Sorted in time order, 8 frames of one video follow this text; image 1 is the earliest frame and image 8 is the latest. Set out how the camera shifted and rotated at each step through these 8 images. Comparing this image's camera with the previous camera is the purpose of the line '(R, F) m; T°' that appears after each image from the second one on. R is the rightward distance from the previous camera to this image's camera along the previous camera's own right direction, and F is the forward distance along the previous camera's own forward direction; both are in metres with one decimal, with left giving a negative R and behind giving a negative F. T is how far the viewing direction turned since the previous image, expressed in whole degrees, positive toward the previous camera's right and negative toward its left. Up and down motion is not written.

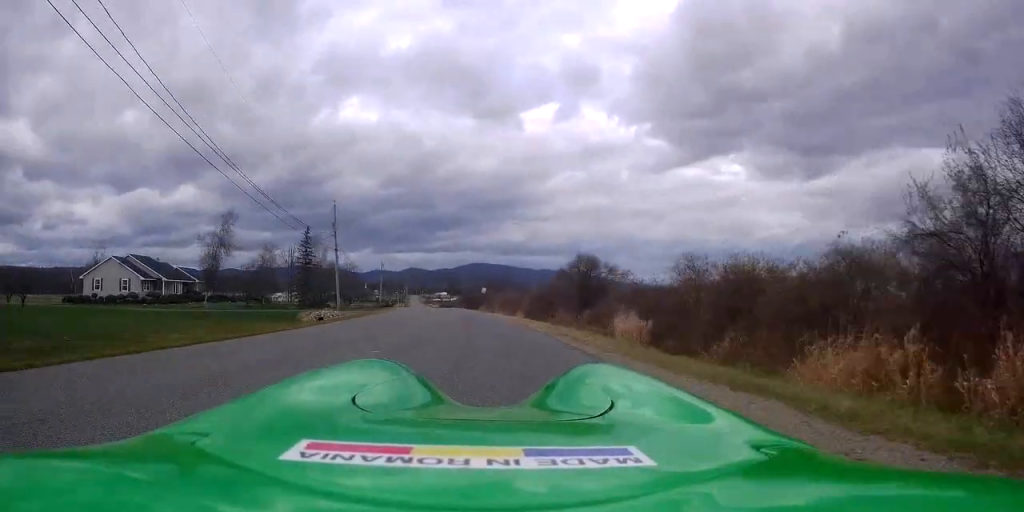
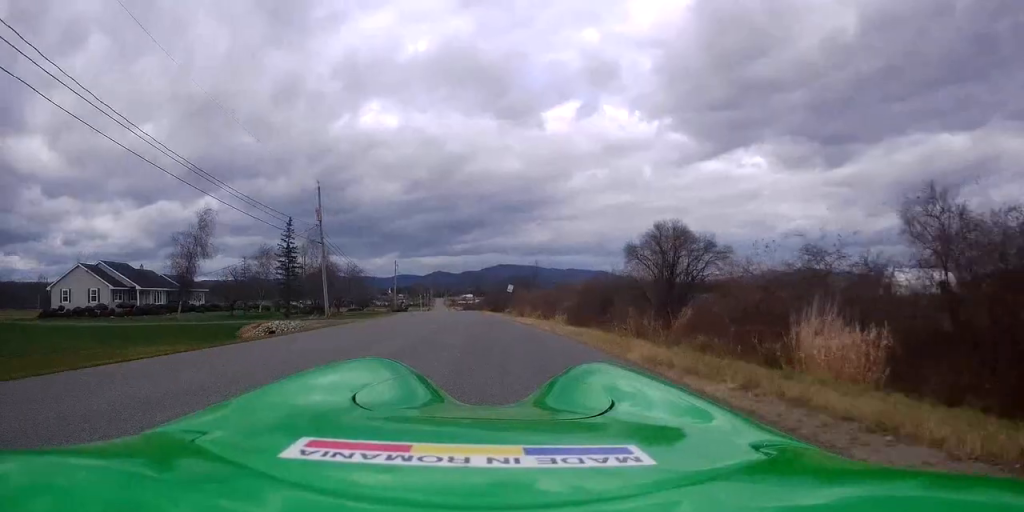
(-0.4, +11.8) m; -4°
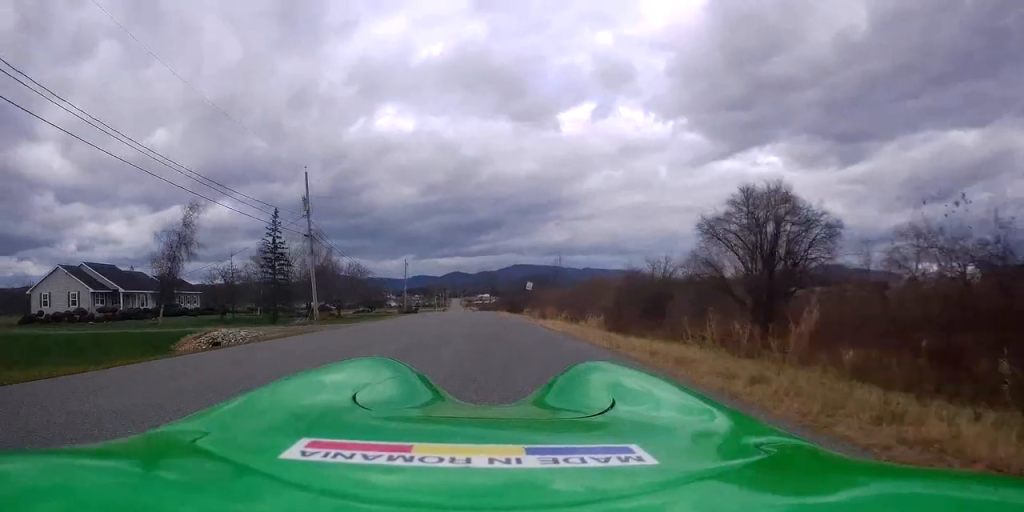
(-0.2, +6.2) m; -1°
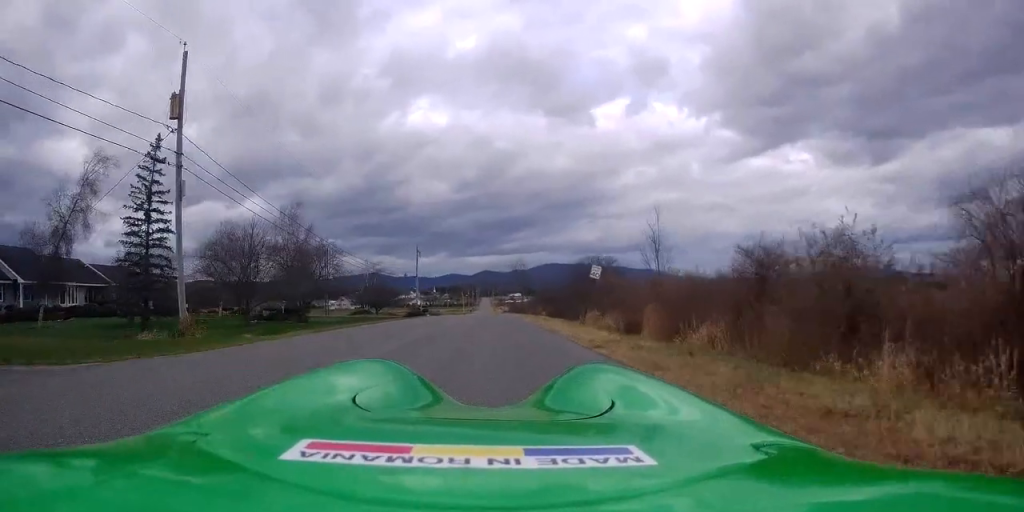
(-0.5, +20.2) m; -3°
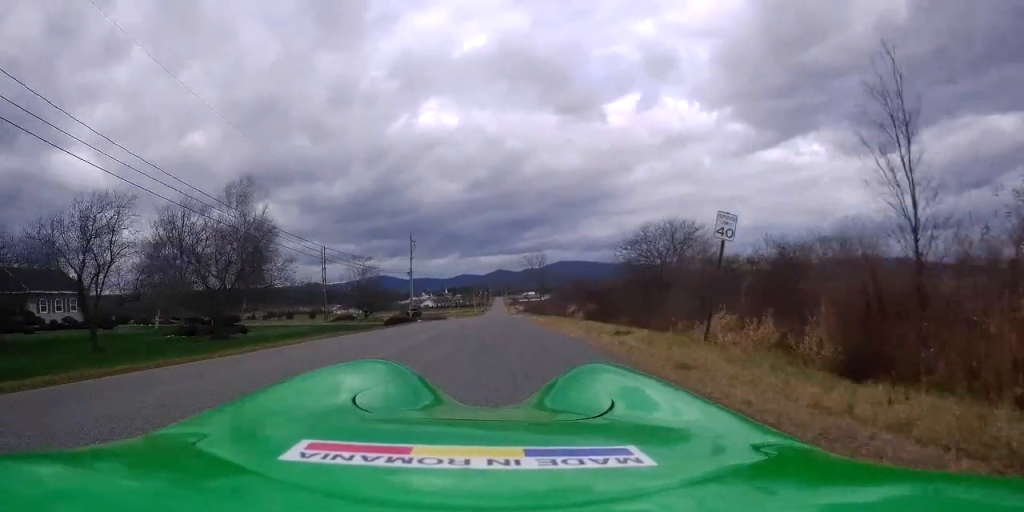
(-0.4, +14.6) m; -2°
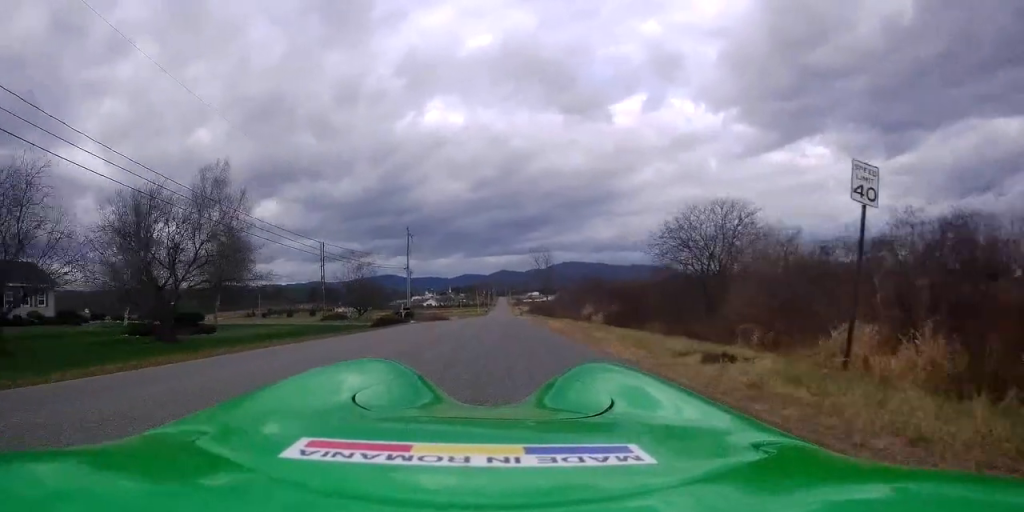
(-0.1, +5.3) m; 0°
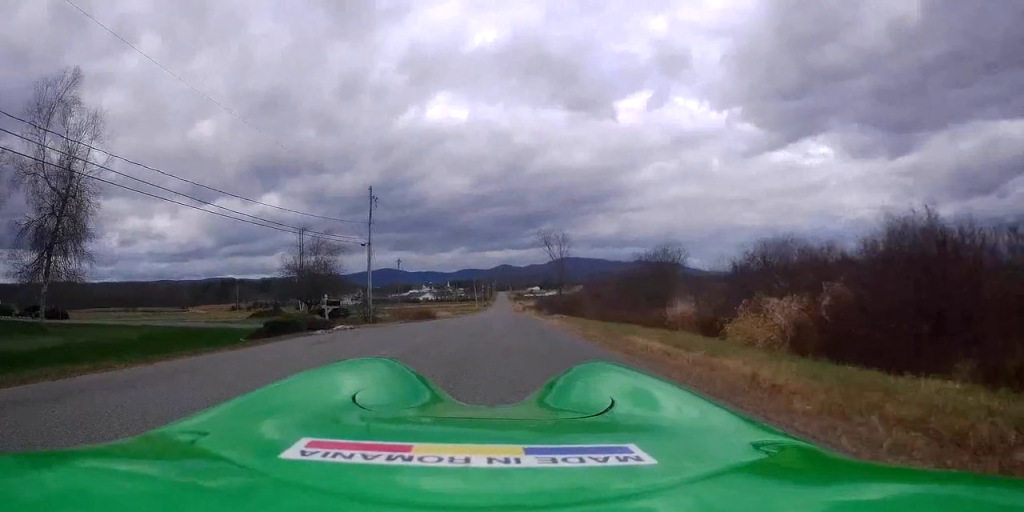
(0.0, +17.7) m; 0°
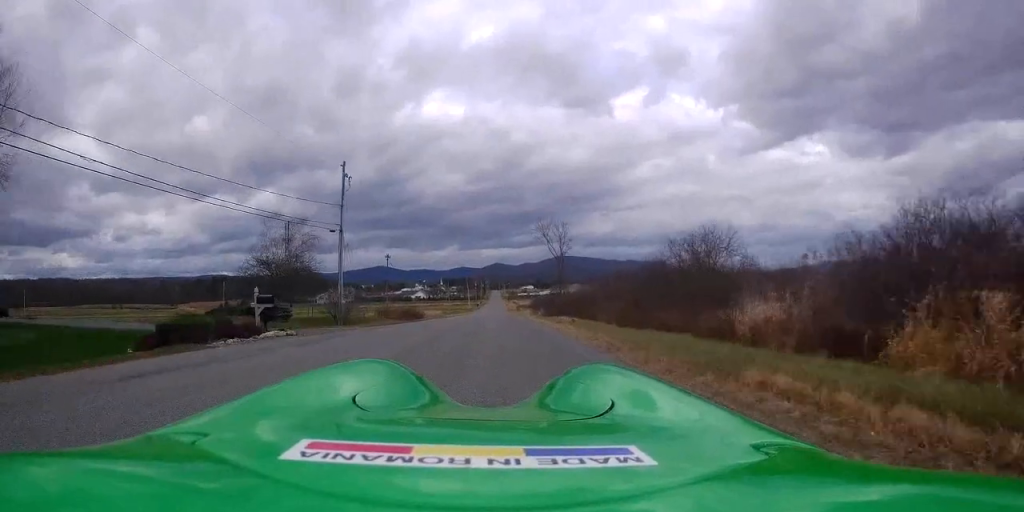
(-0.1, +6.0) m; 0°
